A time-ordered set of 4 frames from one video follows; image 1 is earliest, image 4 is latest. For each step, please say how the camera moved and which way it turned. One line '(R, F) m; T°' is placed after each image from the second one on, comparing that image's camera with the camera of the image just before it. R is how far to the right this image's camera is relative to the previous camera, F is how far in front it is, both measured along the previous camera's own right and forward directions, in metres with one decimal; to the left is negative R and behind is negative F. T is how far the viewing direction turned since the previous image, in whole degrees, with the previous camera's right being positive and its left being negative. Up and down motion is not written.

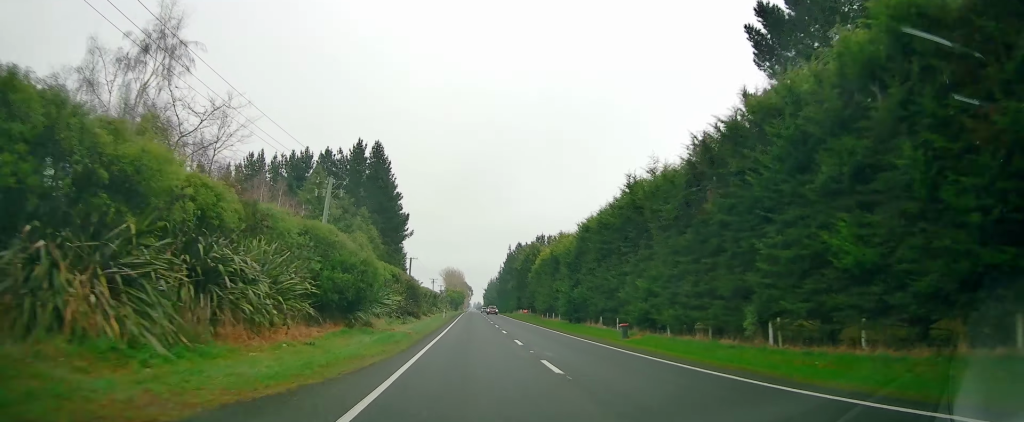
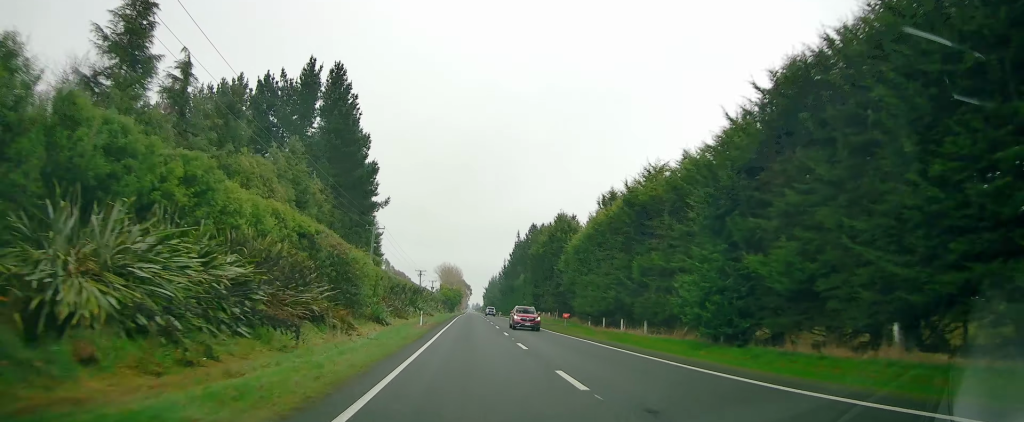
(-0.3, +32.4) m; -1°
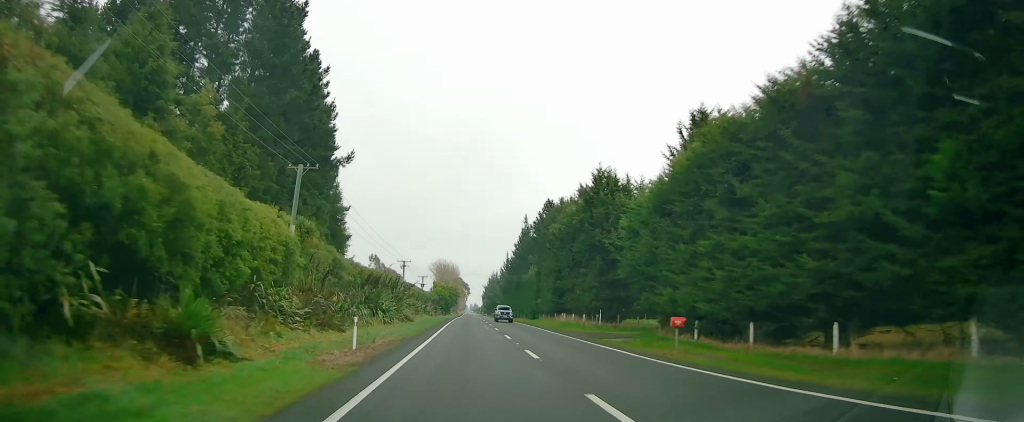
(-0.1, +23.6) m; 0°
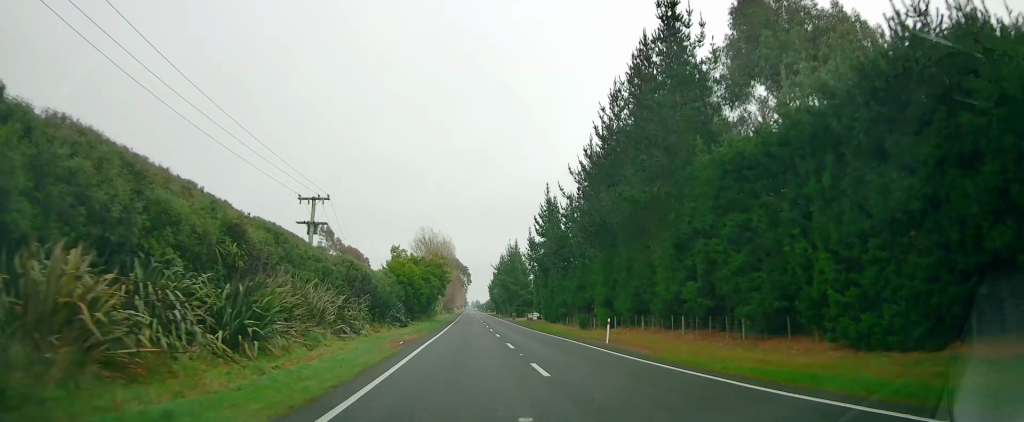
(+1.1, +84.0) m; 0°
